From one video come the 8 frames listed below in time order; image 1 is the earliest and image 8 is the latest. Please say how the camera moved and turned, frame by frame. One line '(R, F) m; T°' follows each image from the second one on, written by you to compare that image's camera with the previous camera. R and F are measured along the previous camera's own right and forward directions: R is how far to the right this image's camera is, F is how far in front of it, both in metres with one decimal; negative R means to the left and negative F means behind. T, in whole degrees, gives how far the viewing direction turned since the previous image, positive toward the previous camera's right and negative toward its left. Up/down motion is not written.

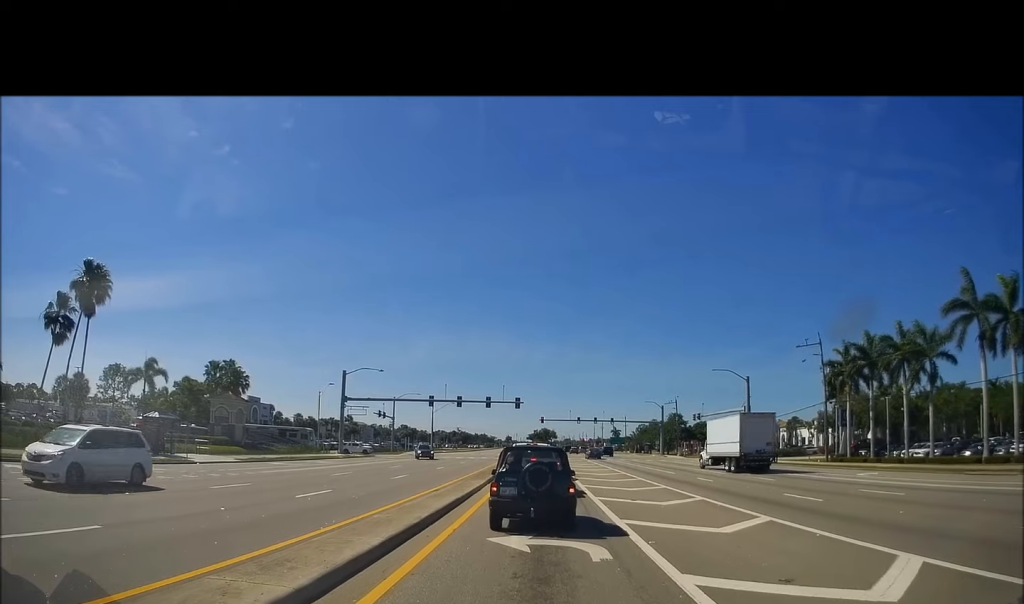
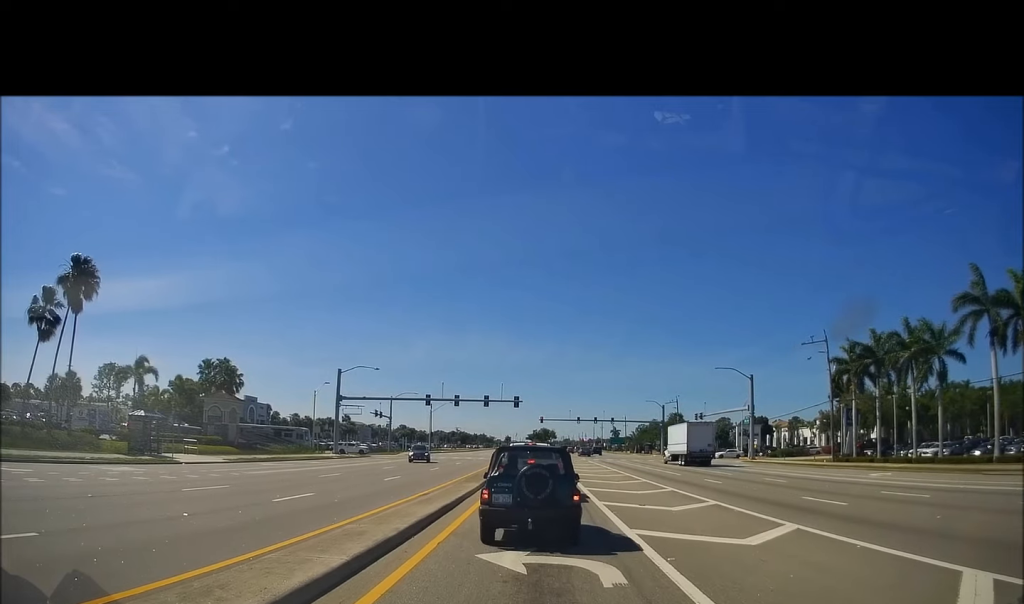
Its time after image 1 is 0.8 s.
(0.0, +2.1) m; 0°
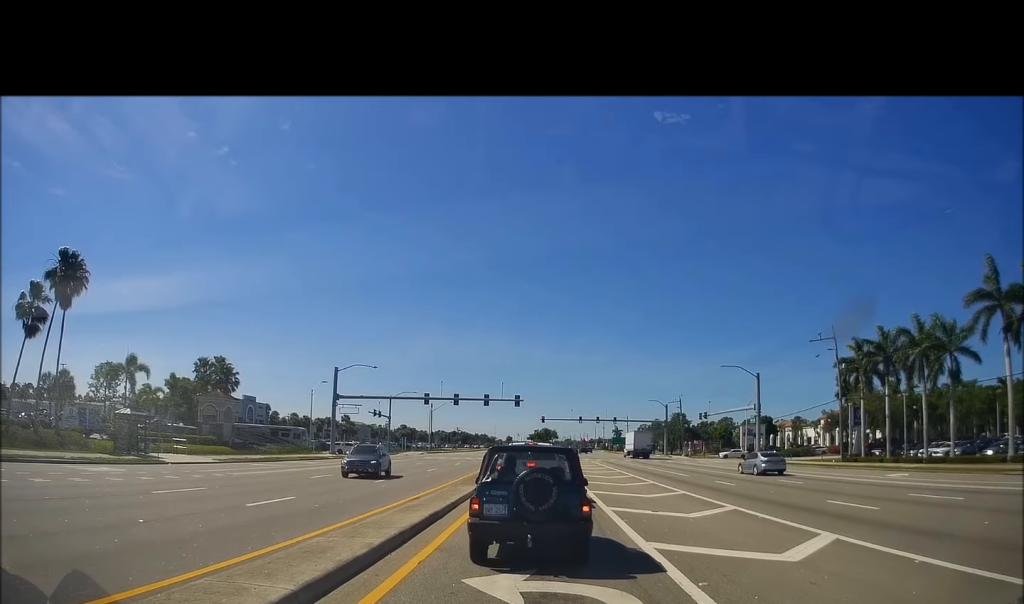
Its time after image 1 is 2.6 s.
(0.0, +2.4) m; 0°
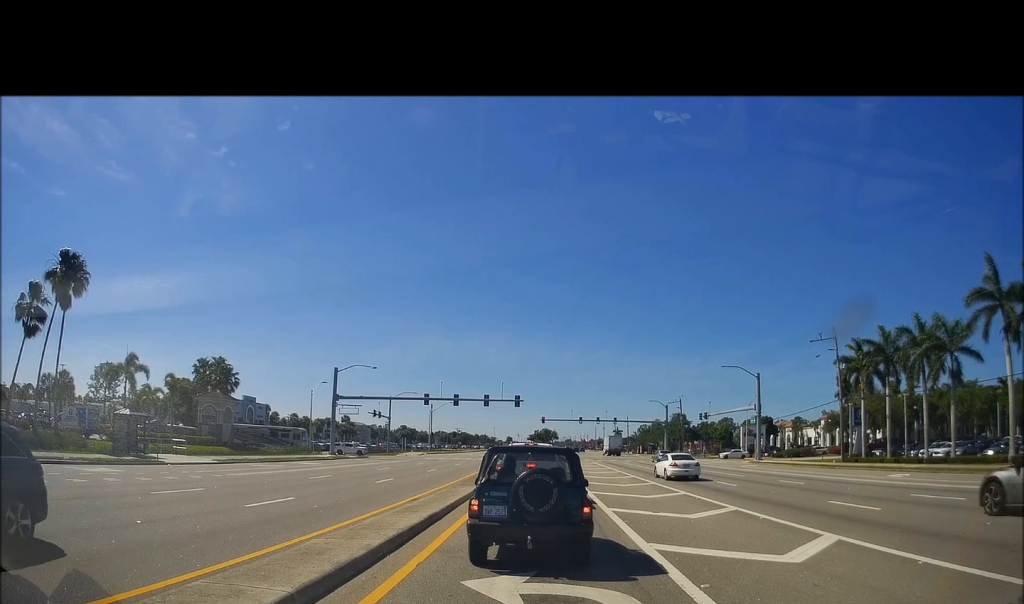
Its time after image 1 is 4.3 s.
(0.0, -0.2) m; 0°
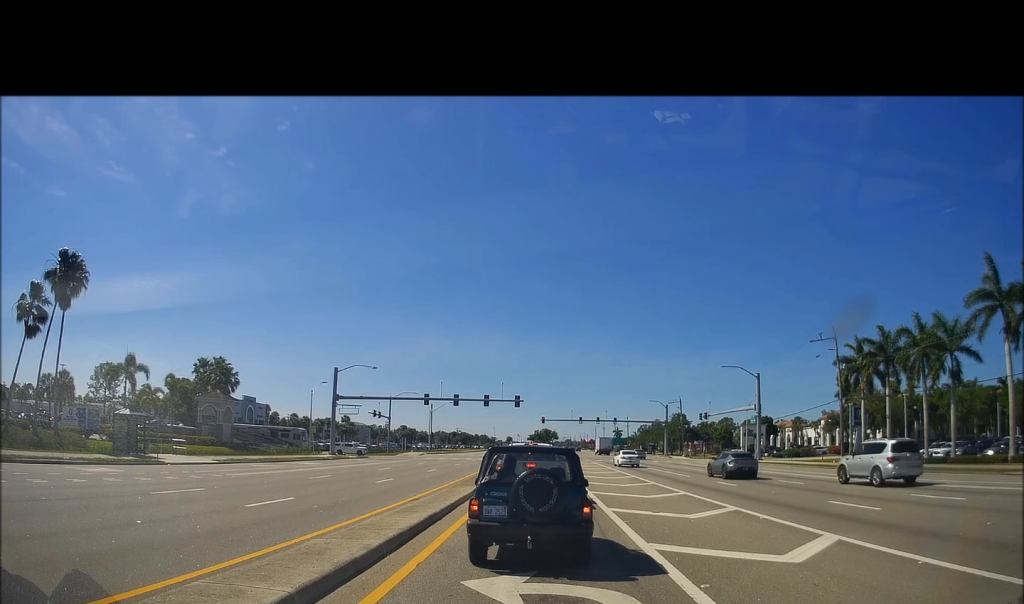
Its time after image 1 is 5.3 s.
(0.0, 0.0) m; 0°
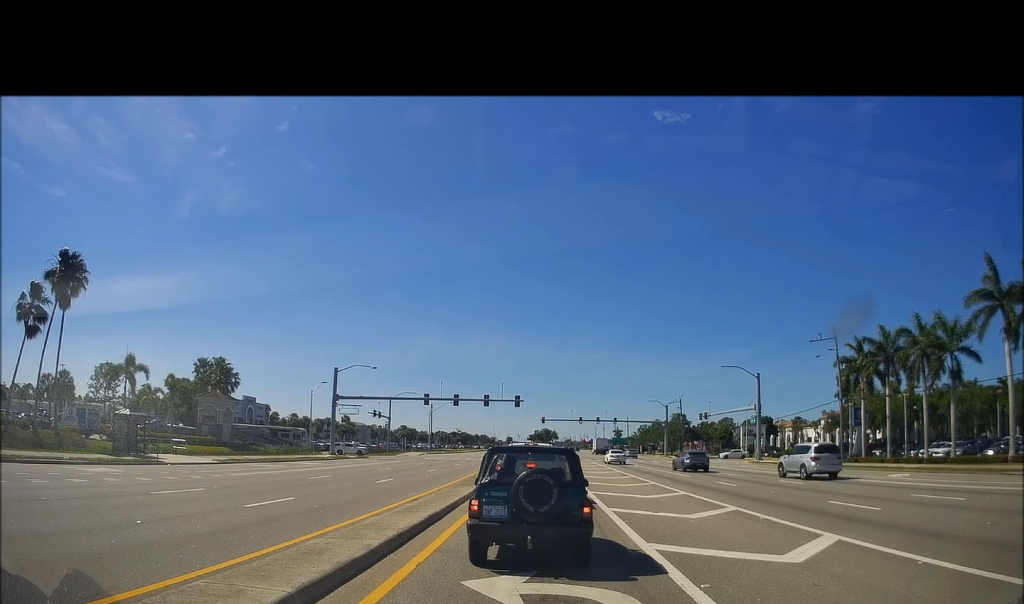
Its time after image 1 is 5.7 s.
(0.0, 0.0) m; 0°
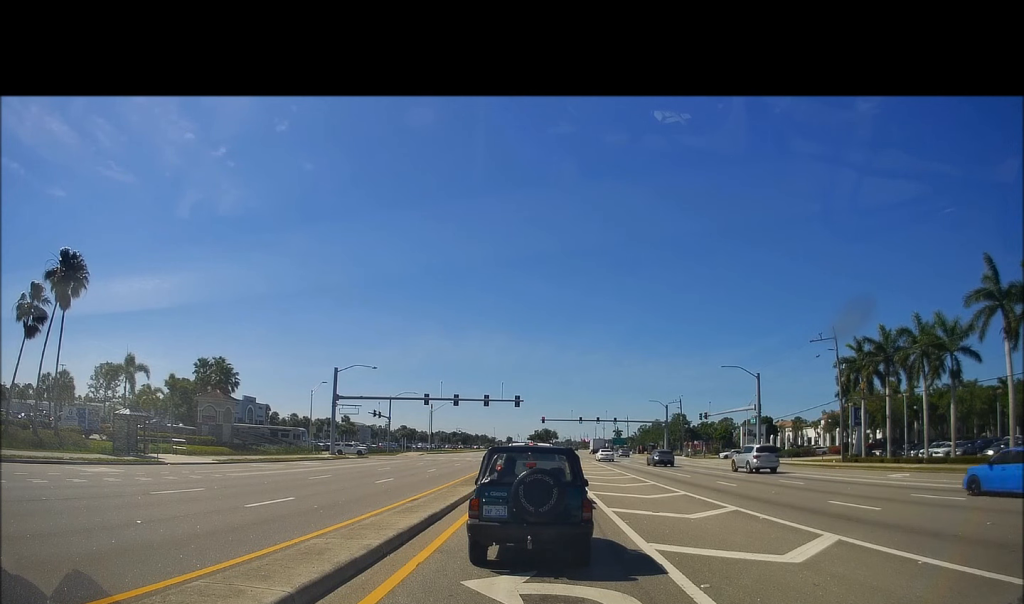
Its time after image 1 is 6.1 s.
(0.0, 0.0) m; 0°
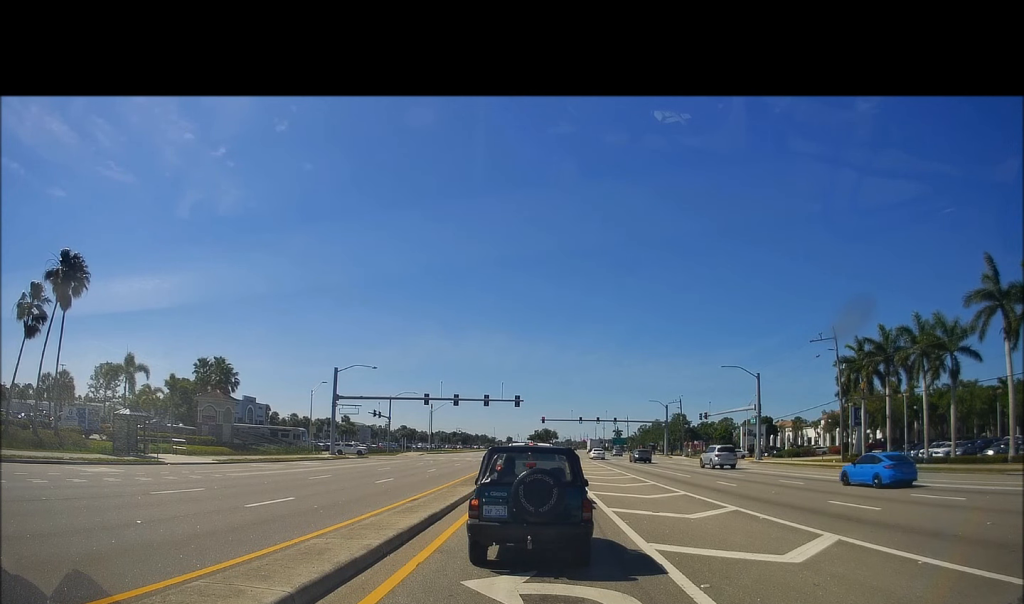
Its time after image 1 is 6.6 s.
(0.0, 0.0) m; 0°
